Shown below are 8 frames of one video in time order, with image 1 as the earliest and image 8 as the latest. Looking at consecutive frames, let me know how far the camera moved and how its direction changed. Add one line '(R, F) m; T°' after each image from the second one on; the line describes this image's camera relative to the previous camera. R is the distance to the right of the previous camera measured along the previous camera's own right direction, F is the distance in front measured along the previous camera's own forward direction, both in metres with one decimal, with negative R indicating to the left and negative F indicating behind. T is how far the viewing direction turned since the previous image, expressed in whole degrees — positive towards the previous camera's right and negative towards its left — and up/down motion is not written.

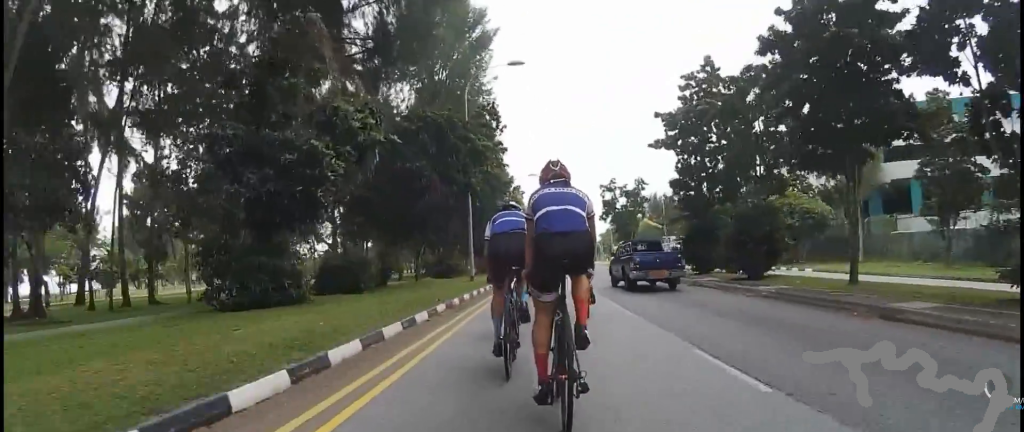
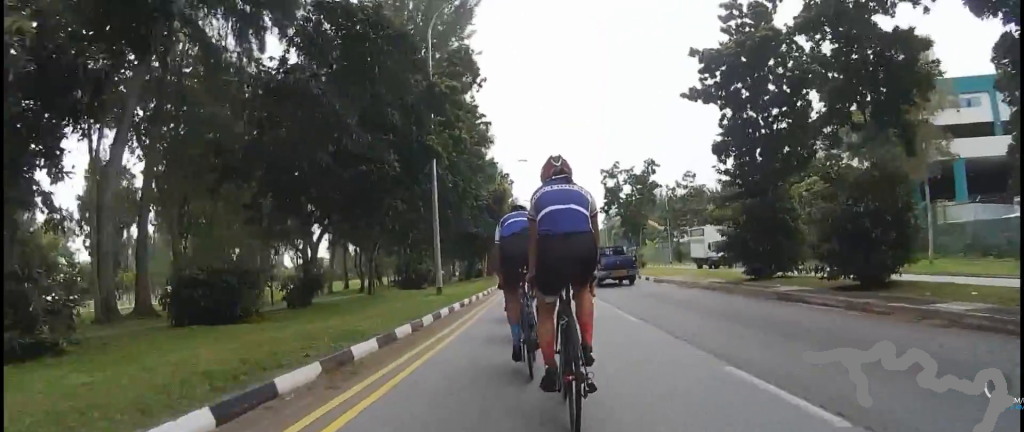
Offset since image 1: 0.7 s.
(+0.2, +7.6) m; 0°
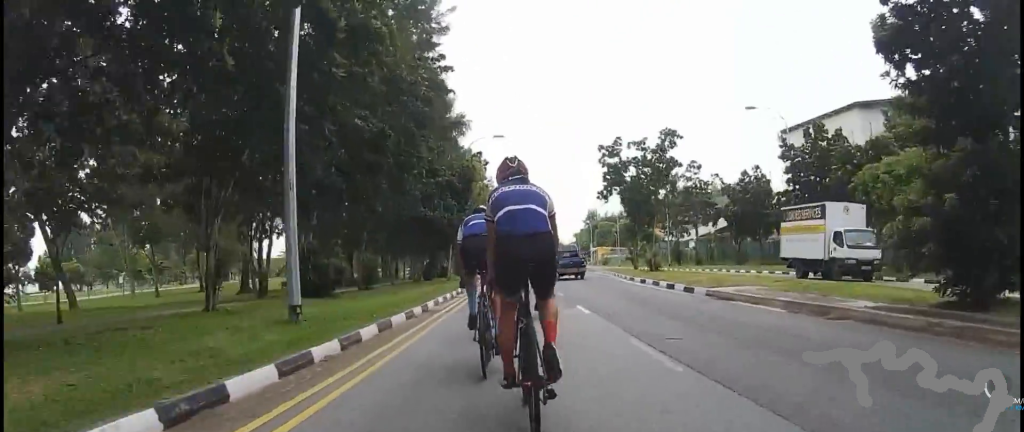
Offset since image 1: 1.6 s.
(-0.2, +10.7) m; -4°
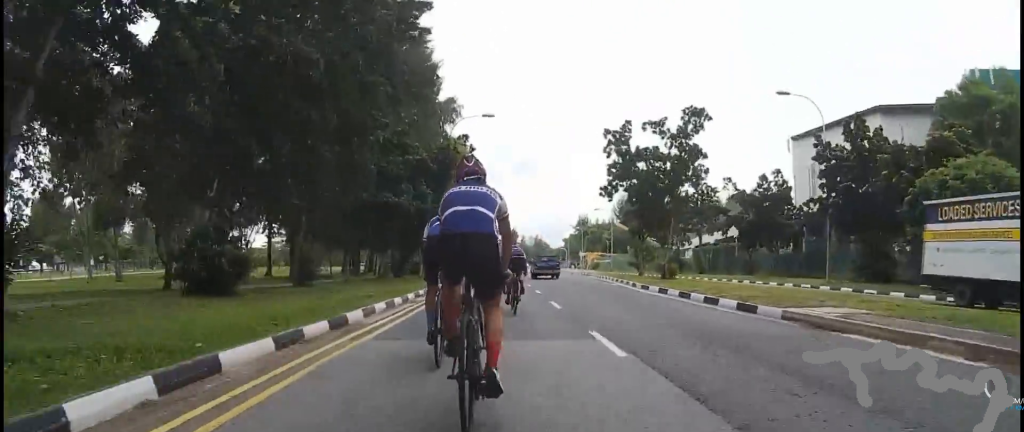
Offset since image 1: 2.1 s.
(0.0, +5.7) m; -2°
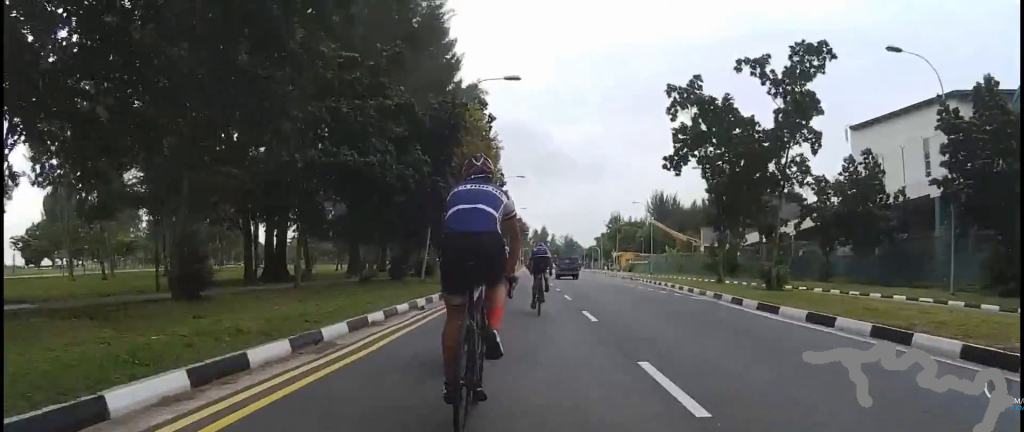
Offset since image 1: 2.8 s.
(-0.6, +8.6) m; 0°
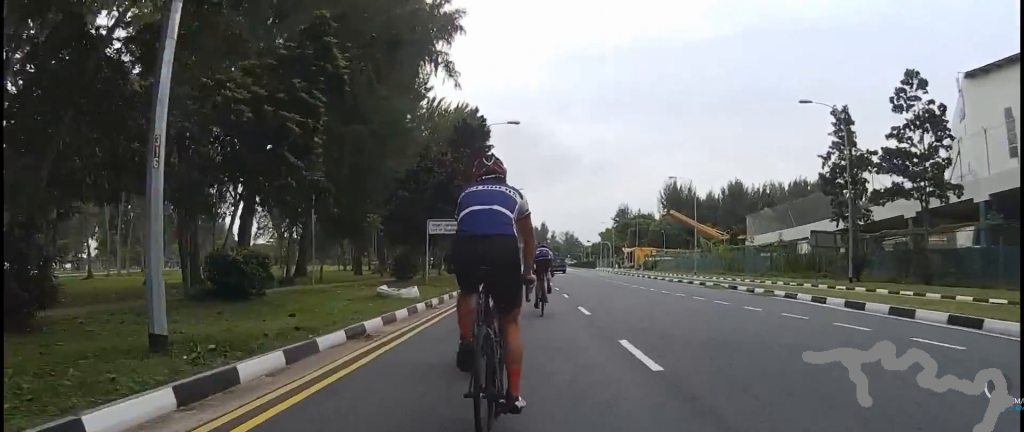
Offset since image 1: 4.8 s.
(+2.2, +23.2) m; +8°
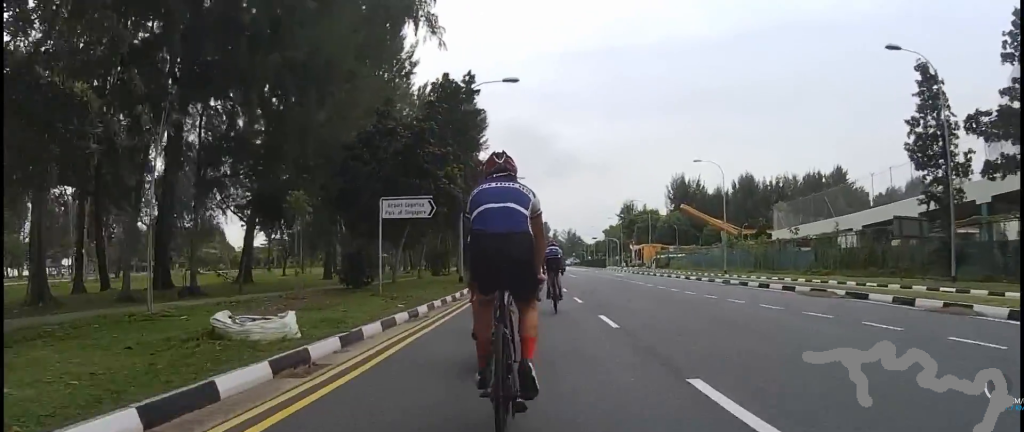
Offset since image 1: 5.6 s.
(0.0, +9.0) m; -1°
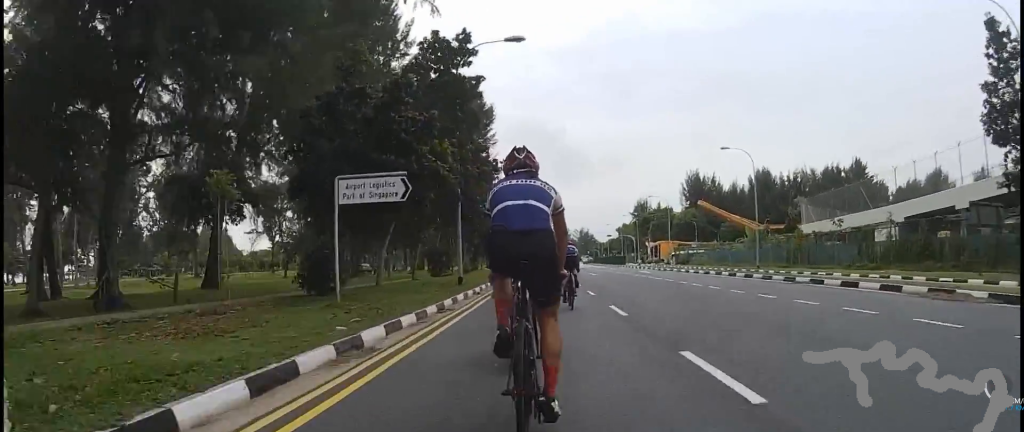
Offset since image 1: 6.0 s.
(+0.1, +5.1) m; -1°
